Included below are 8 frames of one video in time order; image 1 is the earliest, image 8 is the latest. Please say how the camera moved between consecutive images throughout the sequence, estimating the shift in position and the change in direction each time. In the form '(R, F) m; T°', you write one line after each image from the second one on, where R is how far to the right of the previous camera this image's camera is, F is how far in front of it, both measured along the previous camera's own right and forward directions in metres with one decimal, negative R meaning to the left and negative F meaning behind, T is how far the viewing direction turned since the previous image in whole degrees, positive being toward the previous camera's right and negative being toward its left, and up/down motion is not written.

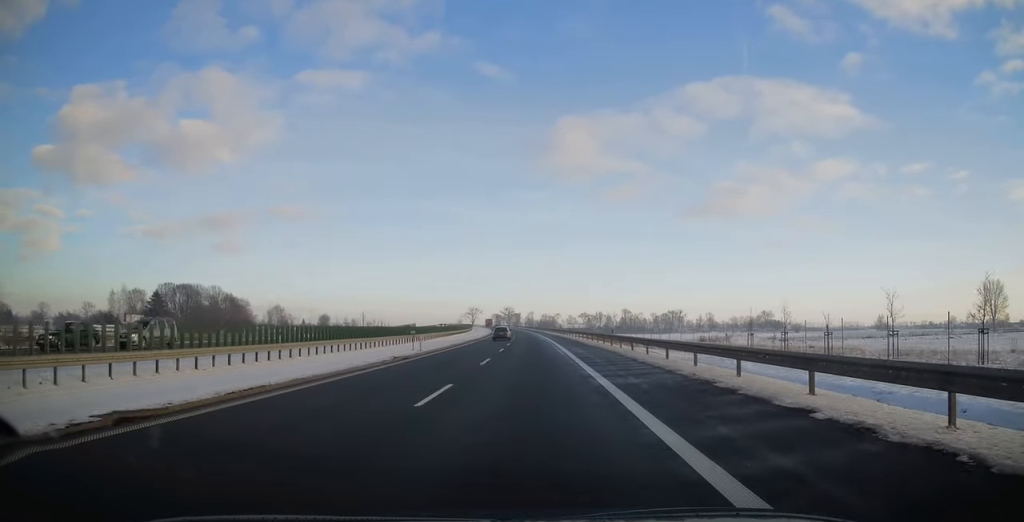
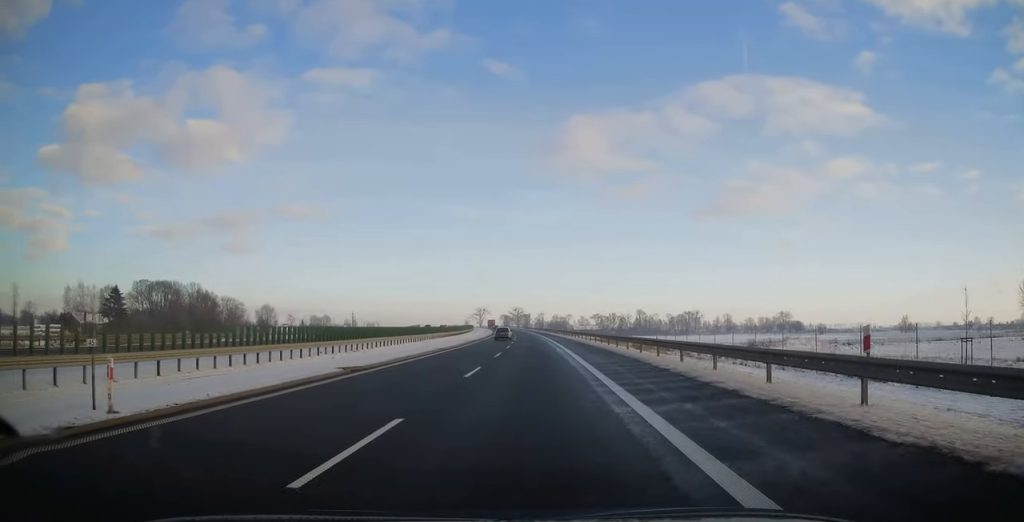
(-0.2, +29.5) m; -1°
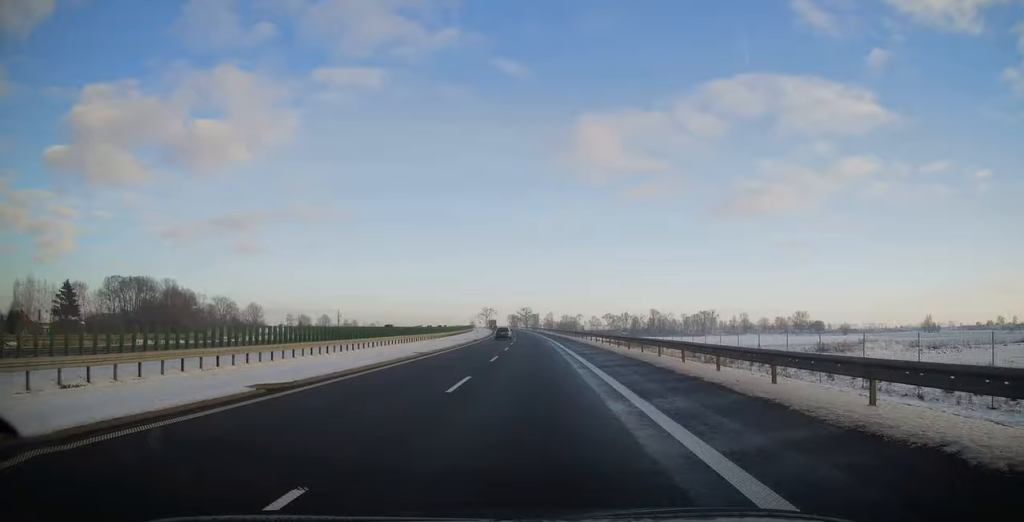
(-0.2, +28.0) m; -1°
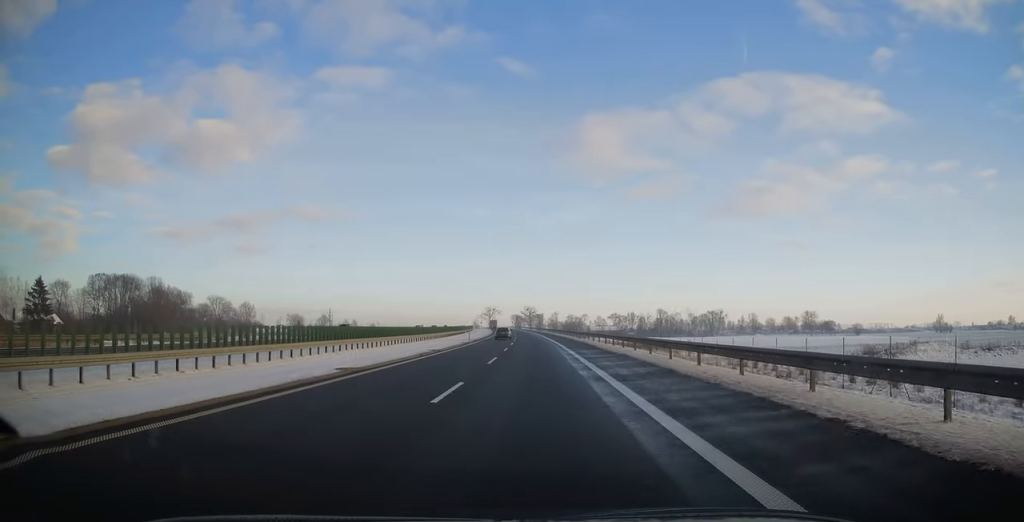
(0.0, +13.8) m; 0°
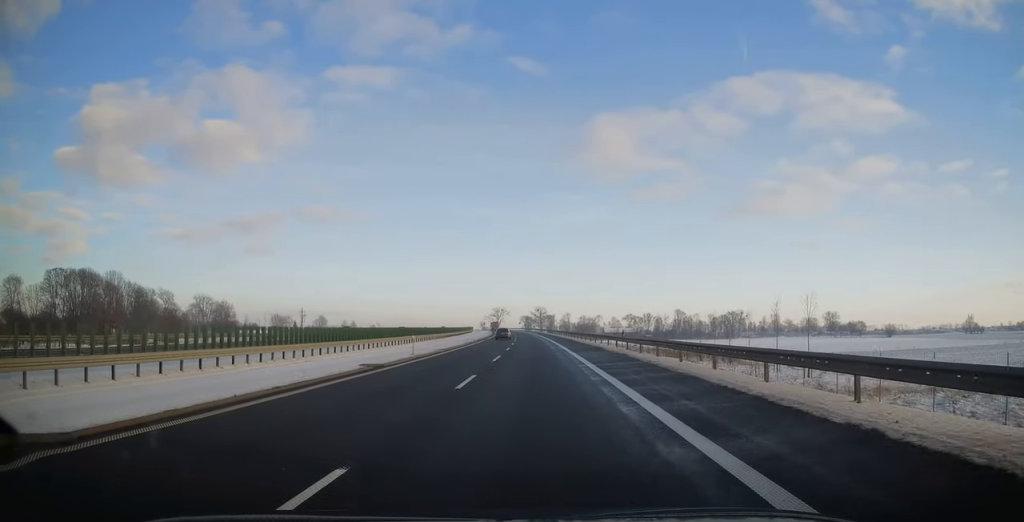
(-0.3, +33.3) m; -1°
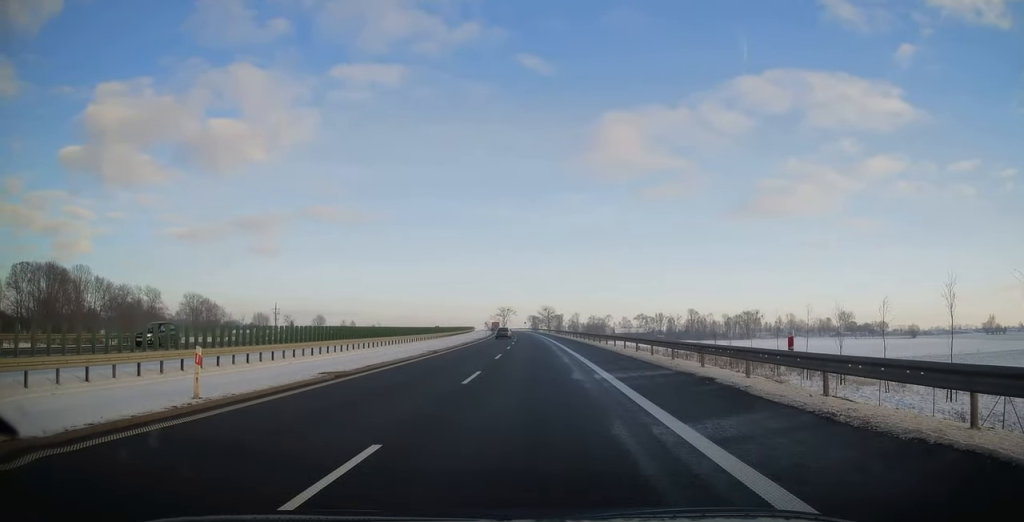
(-0.1, +22.7) m; -1°
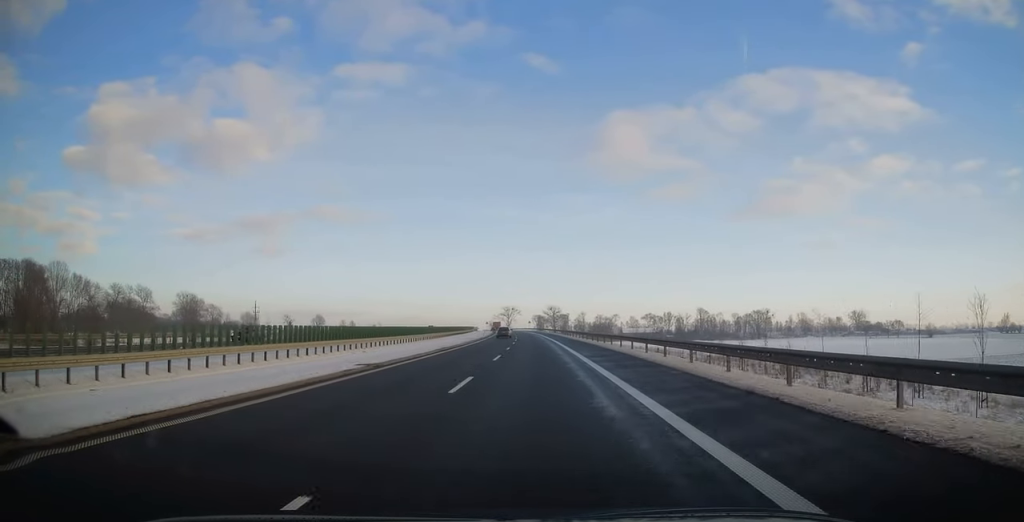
(0.0, +14.3) m; 0°
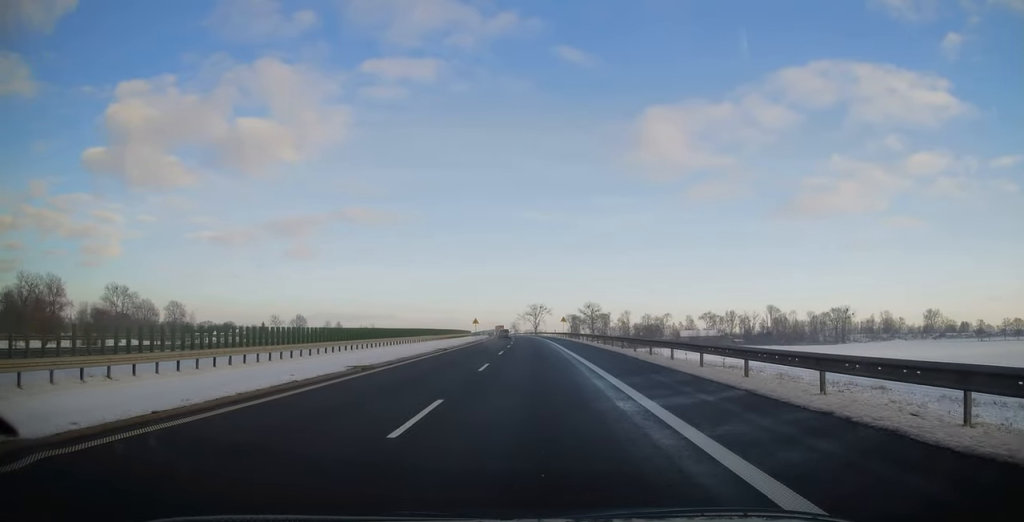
(-2.1, +101.0) m; -3°
